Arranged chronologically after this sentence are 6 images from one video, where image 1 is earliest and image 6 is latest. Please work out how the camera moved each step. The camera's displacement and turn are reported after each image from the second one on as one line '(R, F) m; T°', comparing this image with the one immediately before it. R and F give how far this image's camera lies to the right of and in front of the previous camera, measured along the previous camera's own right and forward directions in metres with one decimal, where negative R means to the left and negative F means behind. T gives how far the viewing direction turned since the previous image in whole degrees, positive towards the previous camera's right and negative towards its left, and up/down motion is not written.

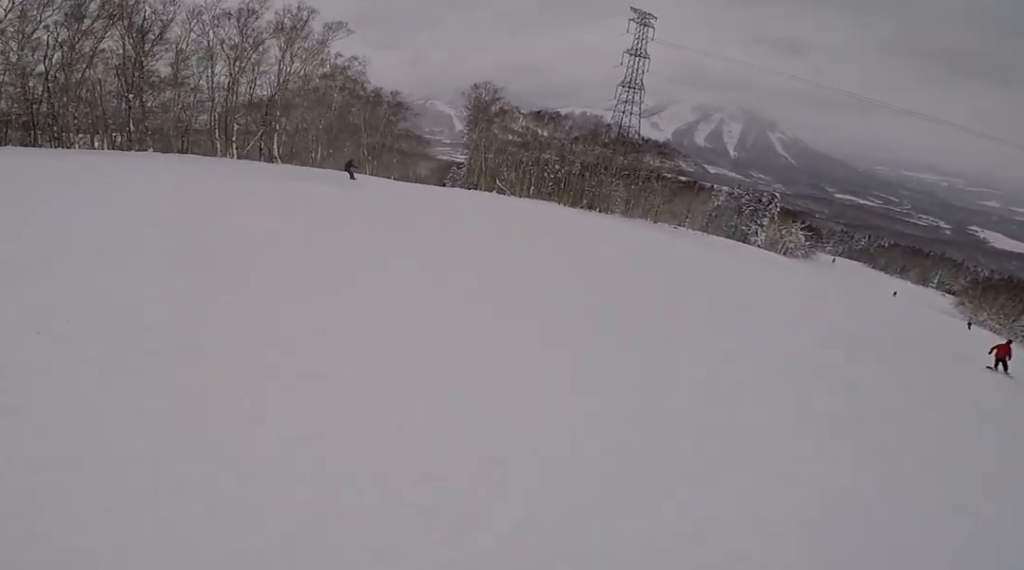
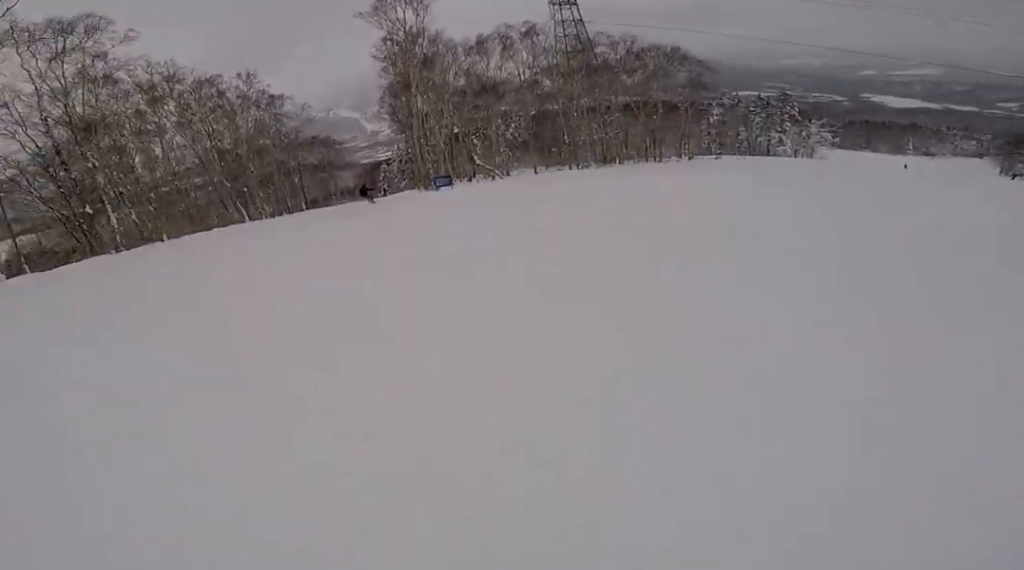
(-4.0, +32.5) m; -6°
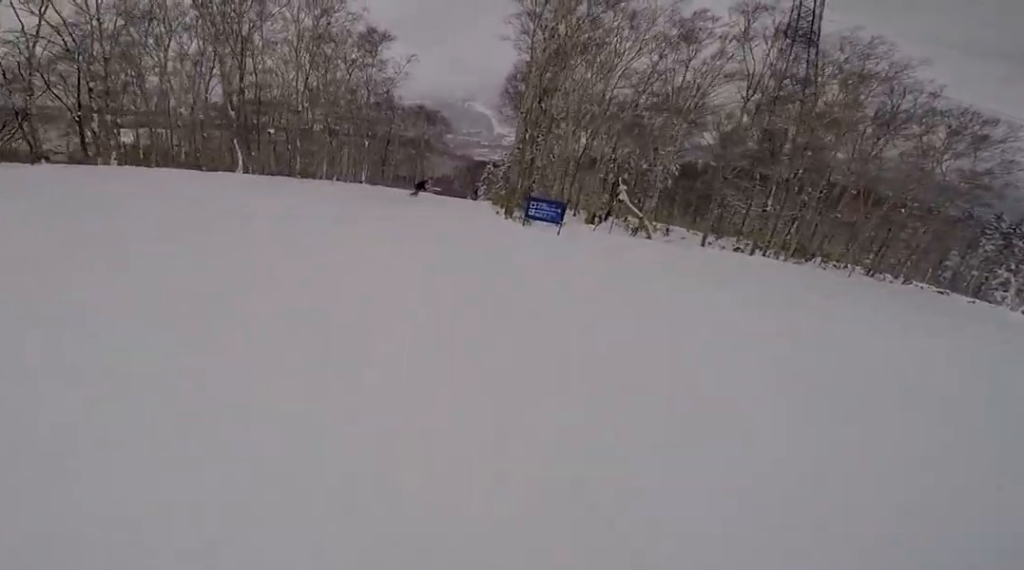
(+0.6, +16.8) m; +3°
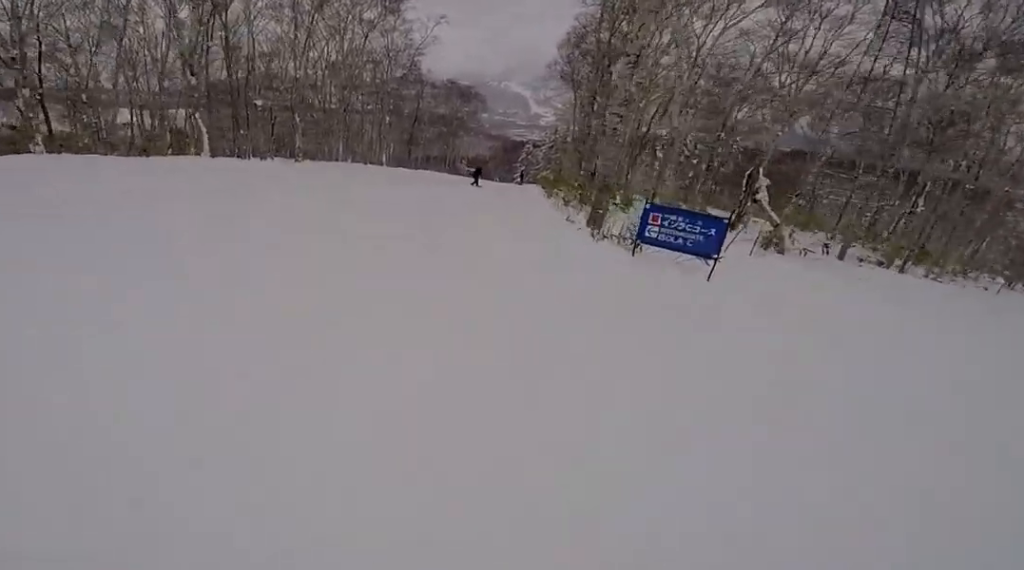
(+0.6, +7.6) m; -8°
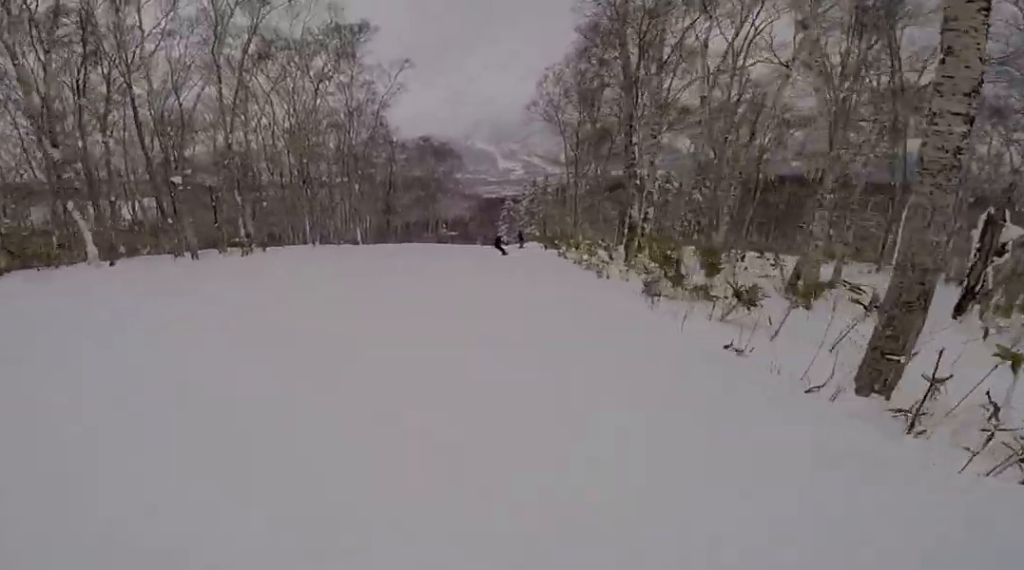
(-0.9, +7.1) m; -4°
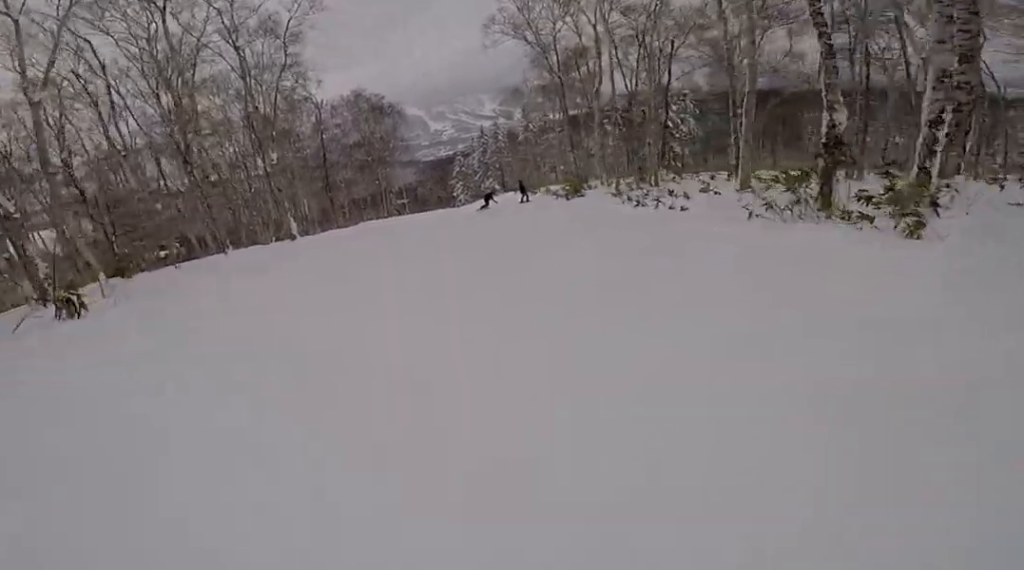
(-0.7, +11.7) m; +4°
